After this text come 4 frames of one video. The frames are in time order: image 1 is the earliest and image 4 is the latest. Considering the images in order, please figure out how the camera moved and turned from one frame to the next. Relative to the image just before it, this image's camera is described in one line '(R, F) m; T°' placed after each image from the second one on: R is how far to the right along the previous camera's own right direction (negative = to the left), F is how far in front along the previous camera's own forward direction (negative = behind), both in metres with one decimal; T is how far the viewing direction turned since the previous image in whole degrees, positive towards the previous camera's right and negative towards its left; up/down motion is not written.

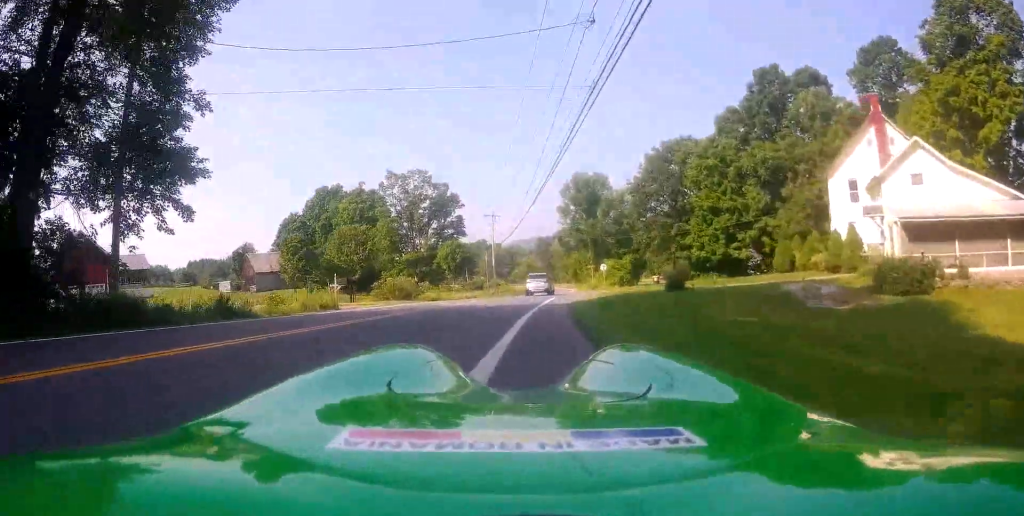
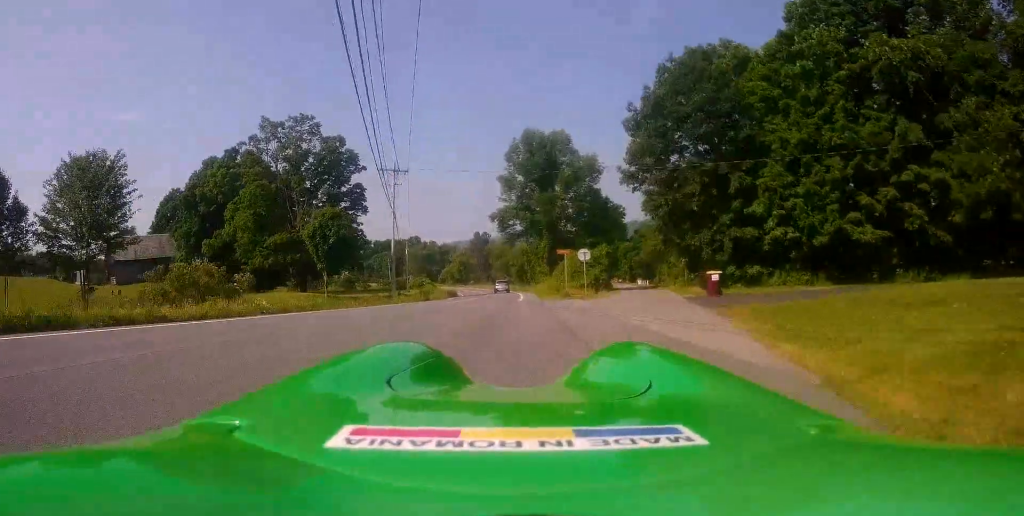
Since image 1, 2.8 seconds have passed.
(+3.0, +35.6) m; +9°
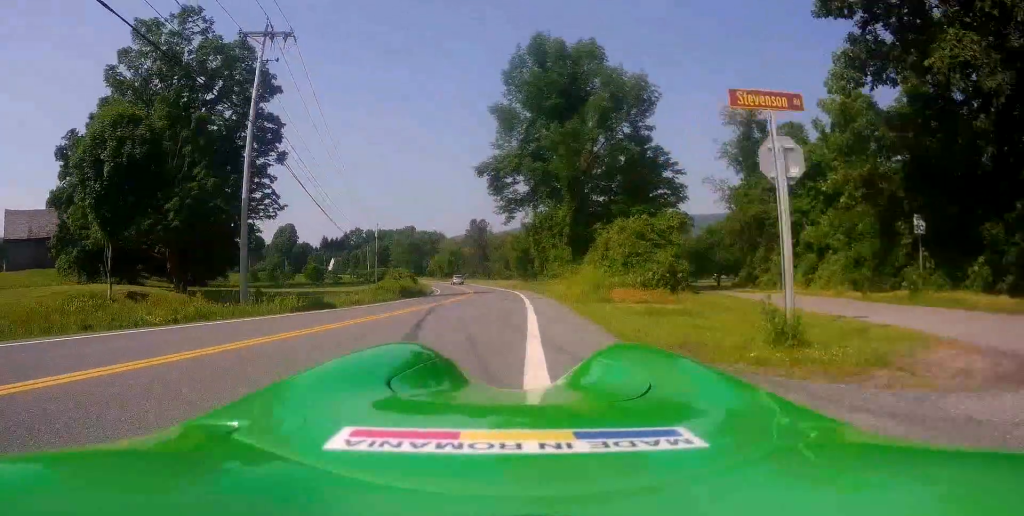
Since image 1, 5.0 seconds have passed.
(-0.9, +31.5) m; -2°
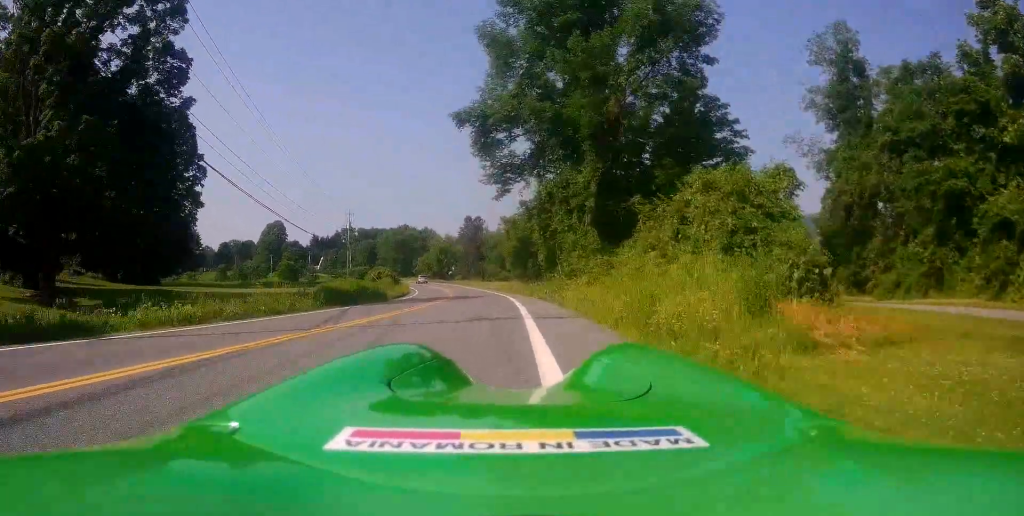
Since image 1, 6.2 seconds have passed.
(+0.2, +17.1) m; -2°
